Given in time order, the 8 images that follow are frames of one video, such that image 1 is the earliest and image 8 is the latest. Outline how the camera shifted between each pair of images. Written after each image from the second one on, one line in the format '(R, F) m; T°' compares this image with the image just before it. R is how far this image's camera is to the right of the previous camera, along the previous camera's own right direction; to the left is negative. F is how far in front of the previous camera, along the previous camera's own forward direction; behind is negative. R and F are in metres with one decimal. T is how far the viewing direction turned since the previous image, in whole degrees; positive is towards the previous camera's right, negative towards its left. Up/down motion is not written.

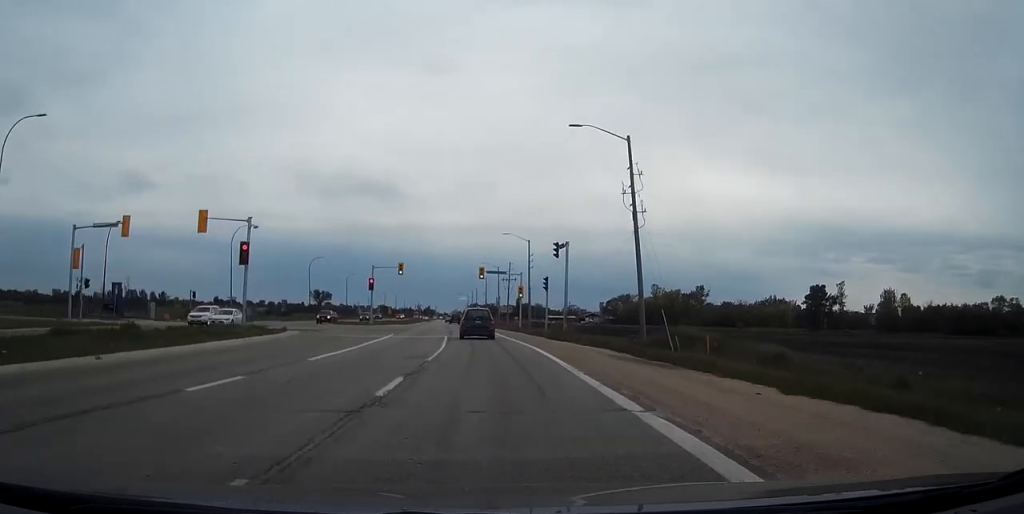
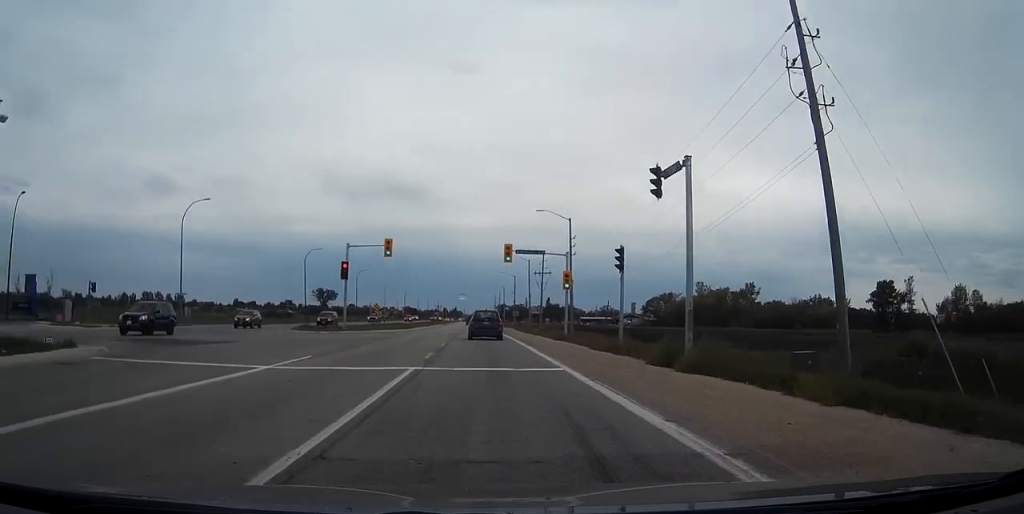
(-1.4, +26.4) m; -4°
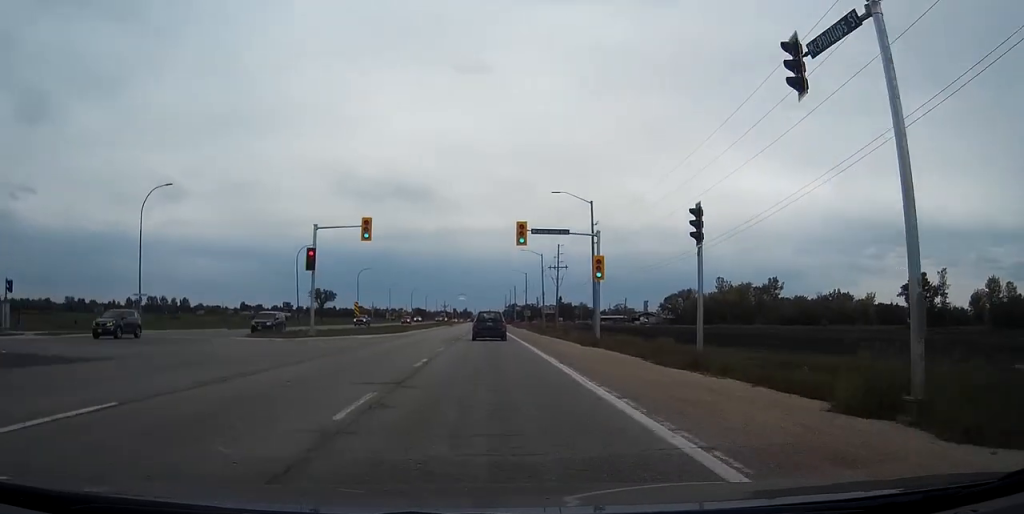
(-0.1, +12.5) m; -1°
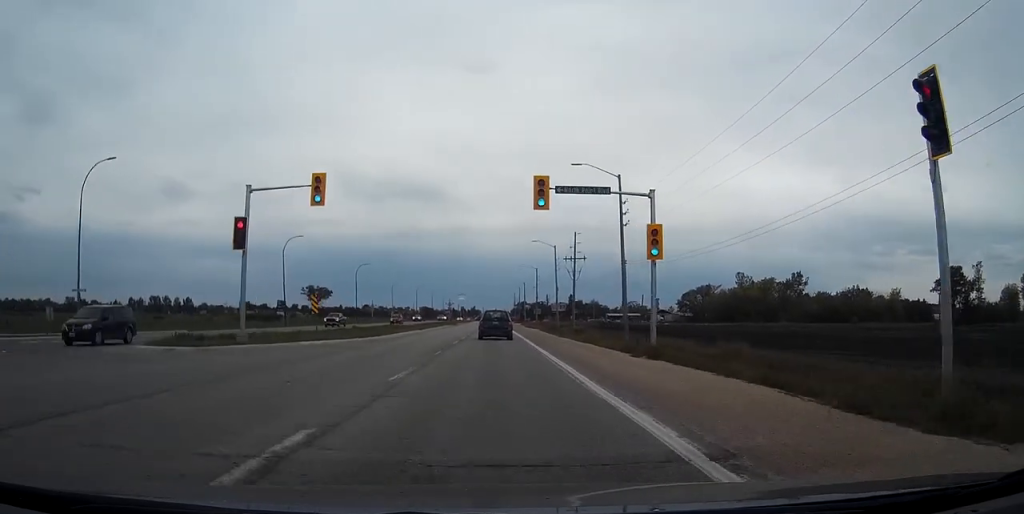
(0.0, +13.2) m; -1°
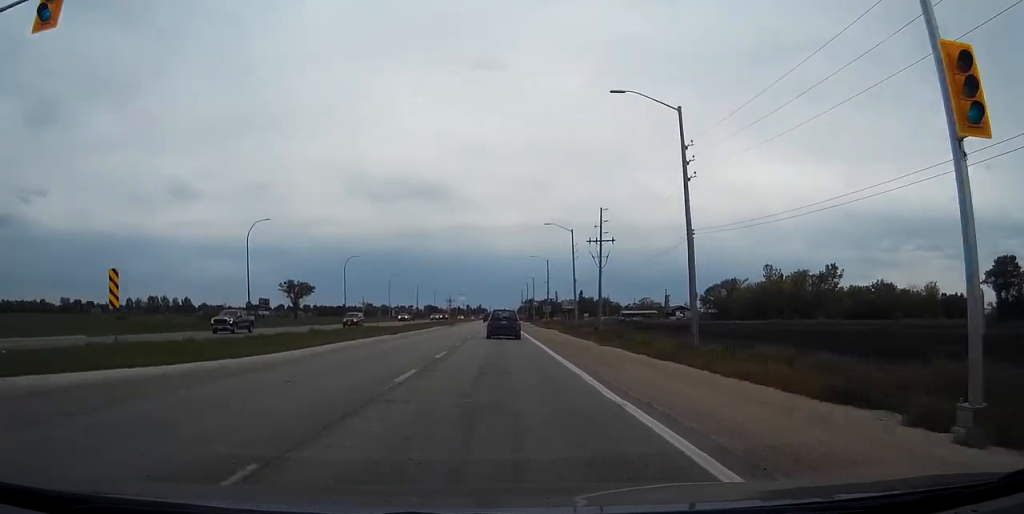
(-0.4, +20.2) m; -1°
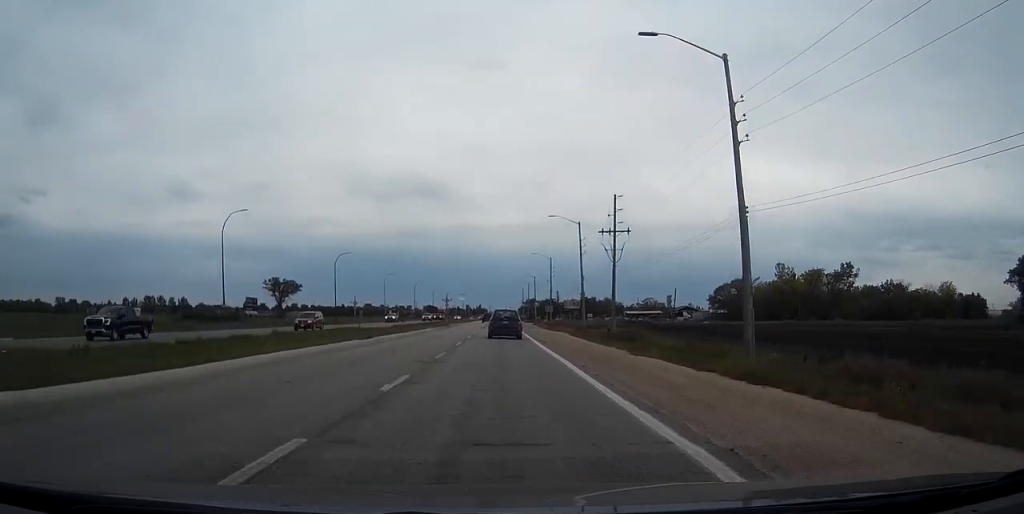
(0.0, +9.4) m; 0°
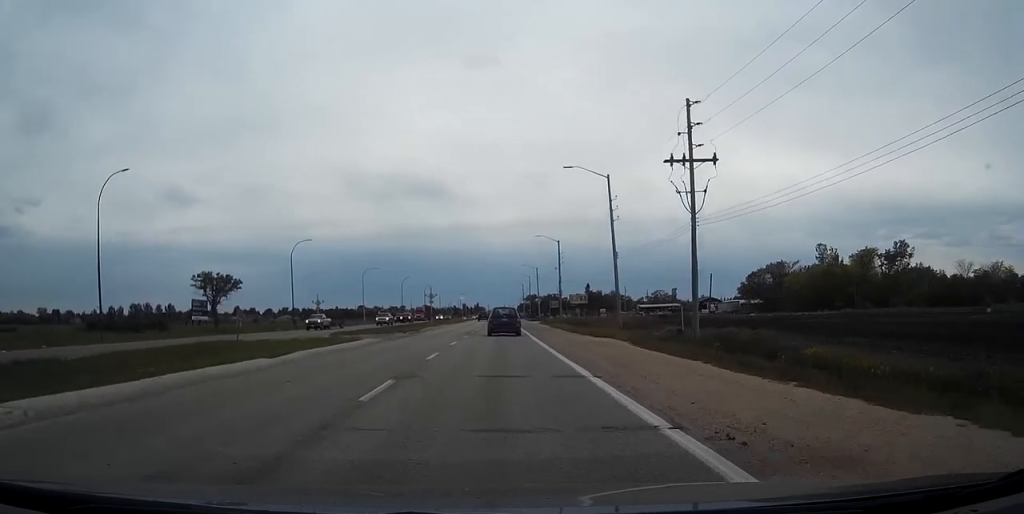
(+0.1, +29.9) m; 0°
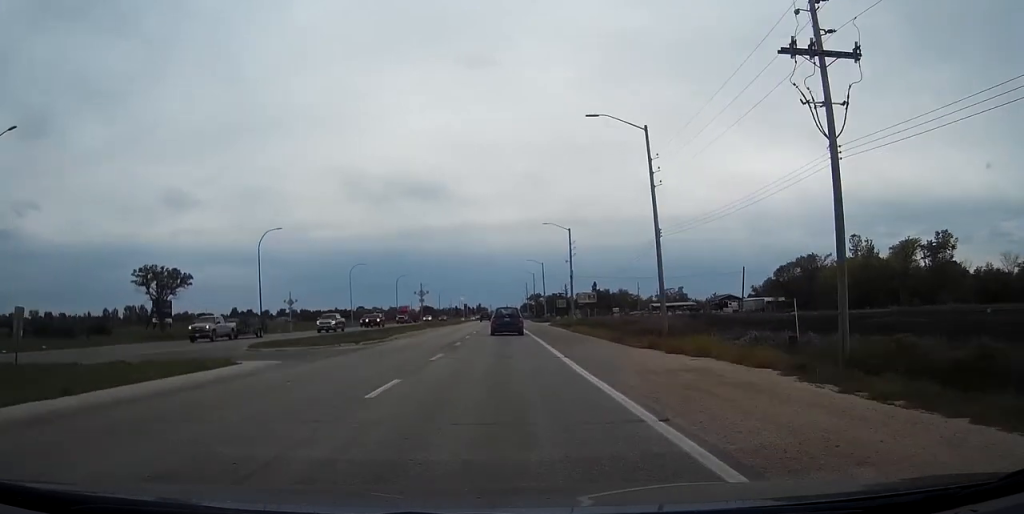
(-0.1, +17.6) m; 0°
